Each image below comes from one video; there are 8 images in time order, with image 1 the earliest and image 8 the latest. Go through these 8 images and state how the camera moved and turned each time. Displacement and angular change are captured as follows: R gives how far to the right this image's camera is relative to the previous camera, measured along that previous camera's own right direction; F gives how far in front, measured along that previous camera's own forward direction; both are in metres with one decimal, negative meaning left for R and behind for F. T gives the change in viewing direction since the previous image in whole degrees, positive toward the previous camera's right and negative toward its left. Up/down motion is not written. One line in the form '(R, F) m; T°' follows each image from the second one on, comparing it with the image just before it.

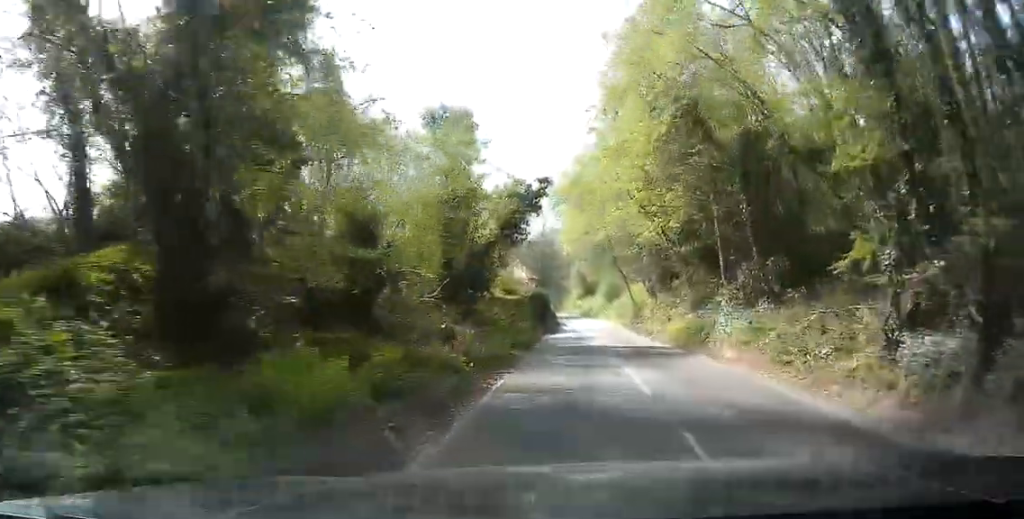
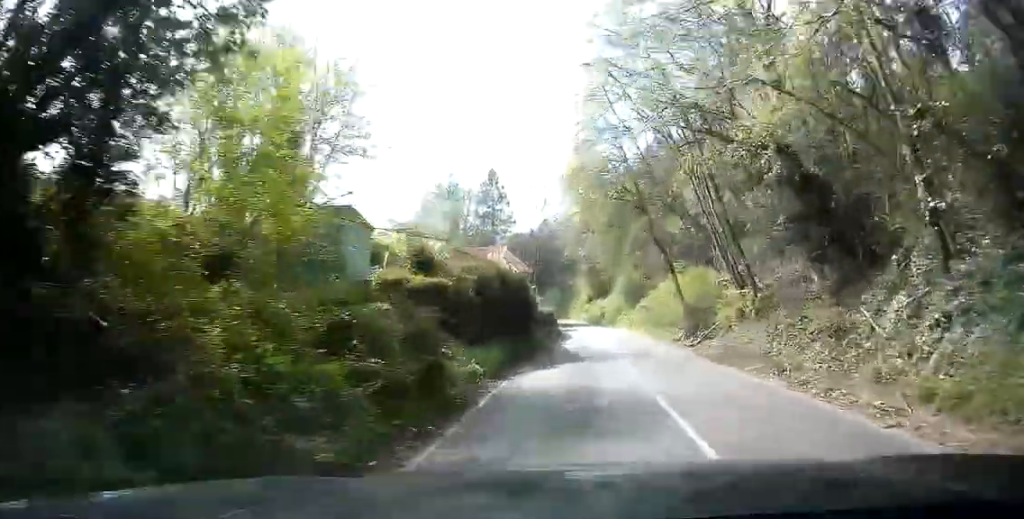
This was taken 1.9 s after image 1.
(-1.5, +19.0) m; -9°
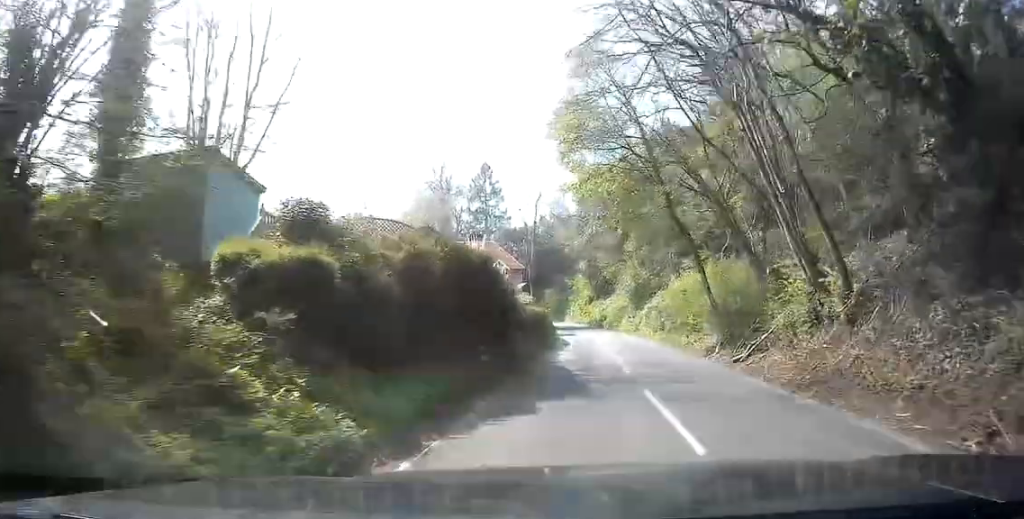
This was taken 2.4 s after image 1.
(-0.1, +6.0) m; -1°
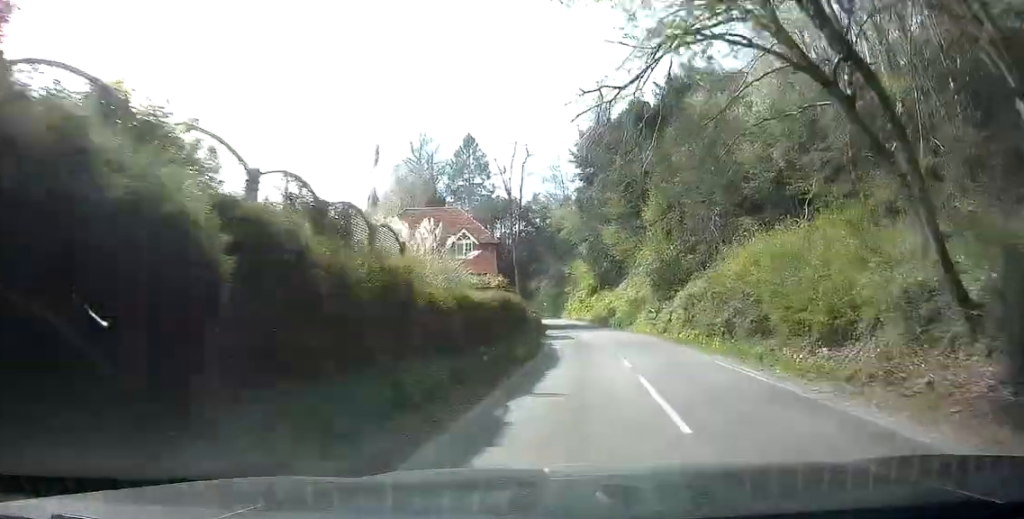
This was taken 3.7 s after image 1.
(-0.1, +14.4) m; -1°
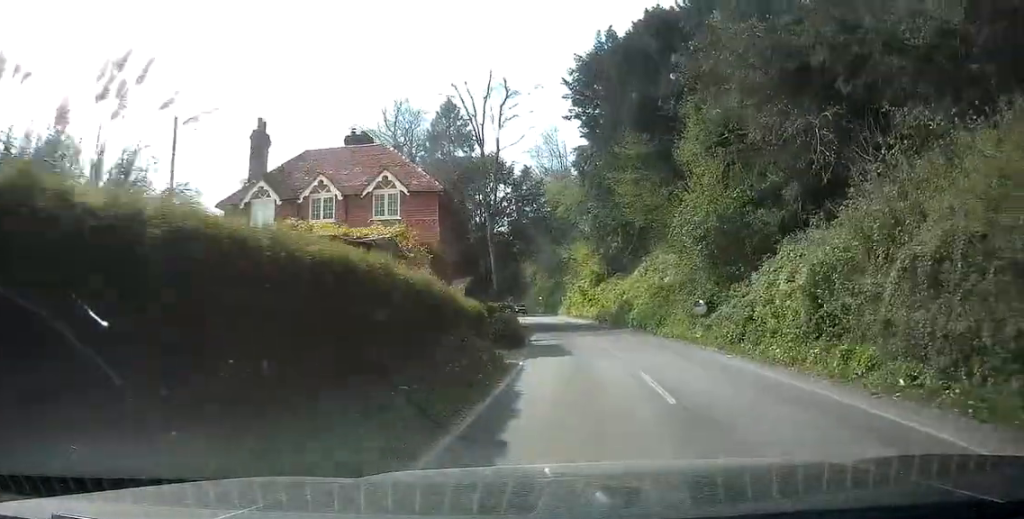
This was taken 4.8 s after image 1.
(-0.3, +13.9) m; -3°
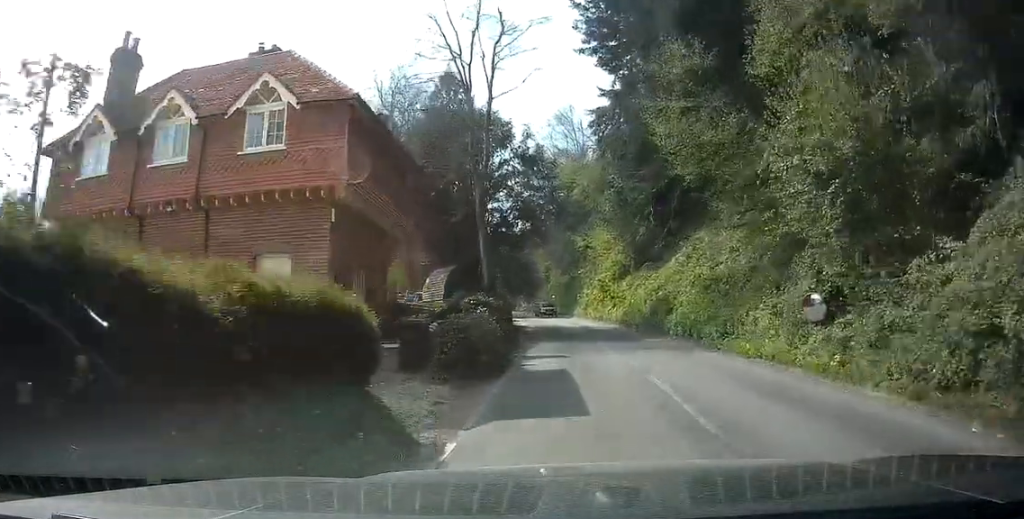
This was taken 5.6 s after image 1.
(-0.3, +9.7) m; -1°
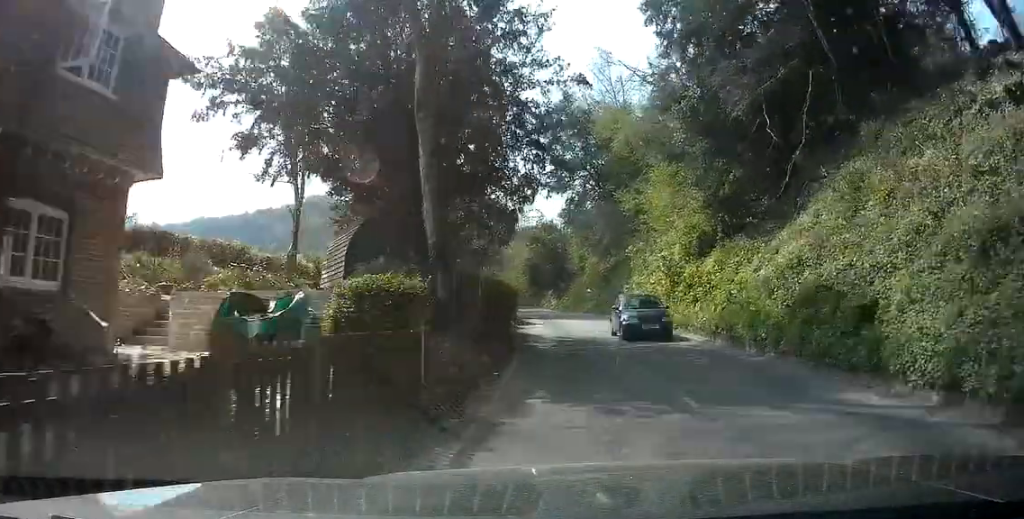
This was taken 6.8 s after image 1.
(-0.1, +16.2) m; -2°
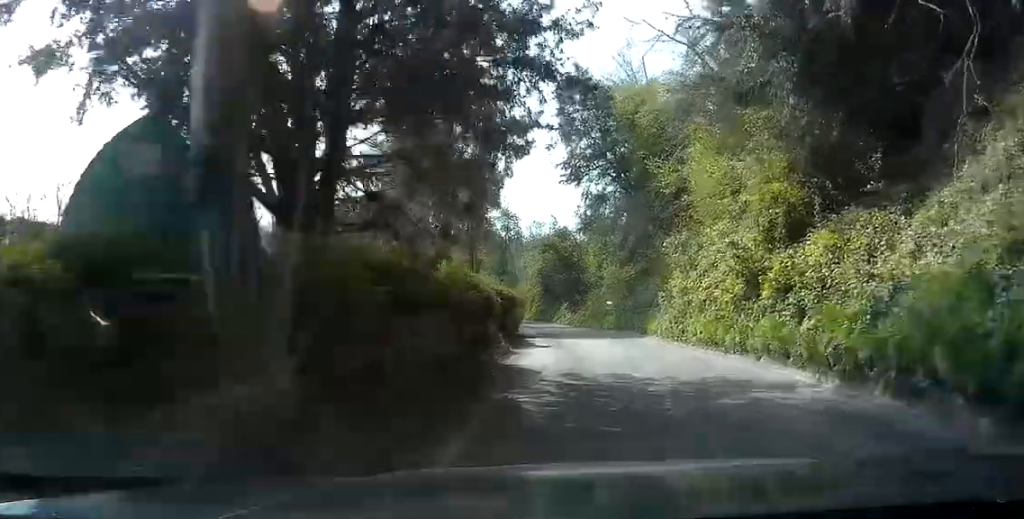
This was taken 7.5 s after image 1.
(-0.2, +9.0) m; -1°
